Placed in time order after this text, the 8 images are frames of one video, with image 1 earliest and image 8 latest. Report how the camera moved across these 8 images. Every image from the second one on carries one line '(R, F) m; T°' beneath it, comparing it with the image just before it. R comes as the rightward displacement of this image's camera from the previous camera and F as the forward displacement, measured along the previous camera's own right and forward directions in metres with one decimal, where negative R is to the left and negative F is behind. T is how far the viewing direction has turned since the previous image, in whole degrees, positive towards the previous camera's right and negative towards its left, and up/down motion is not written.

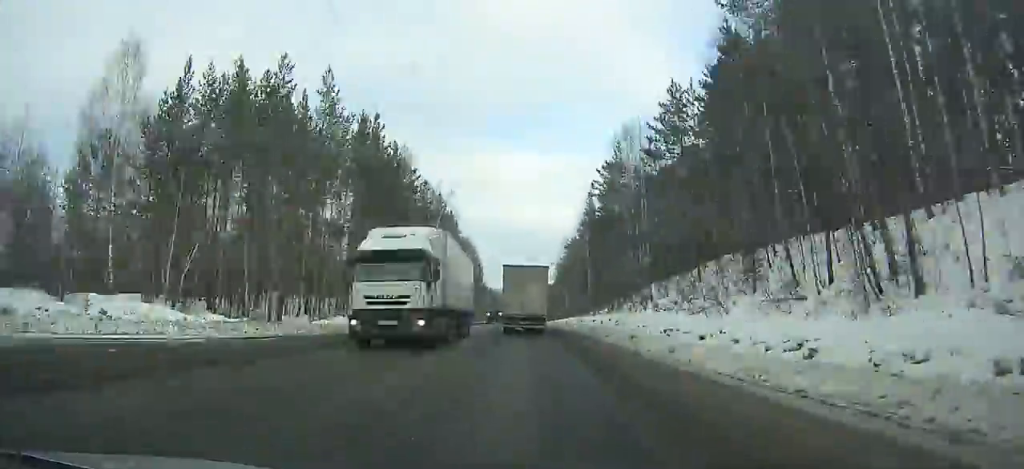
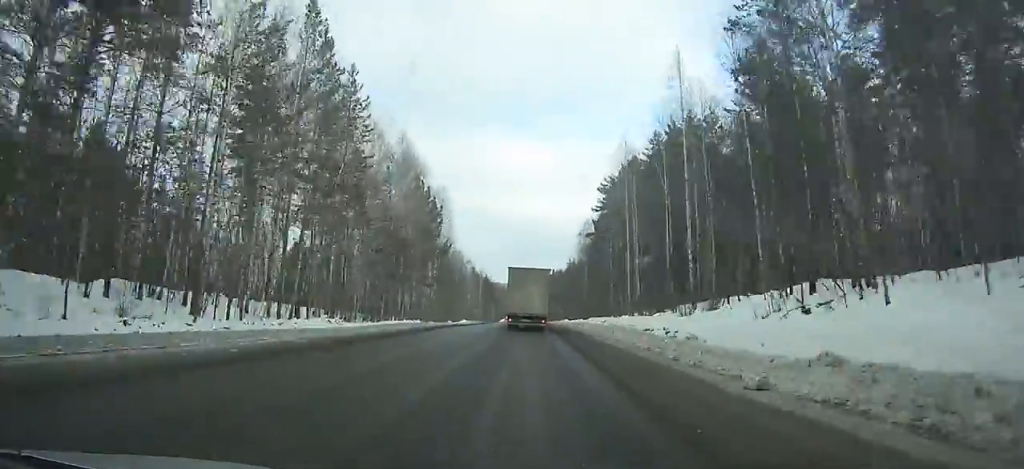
(-0.1, +69.0) m; 0°
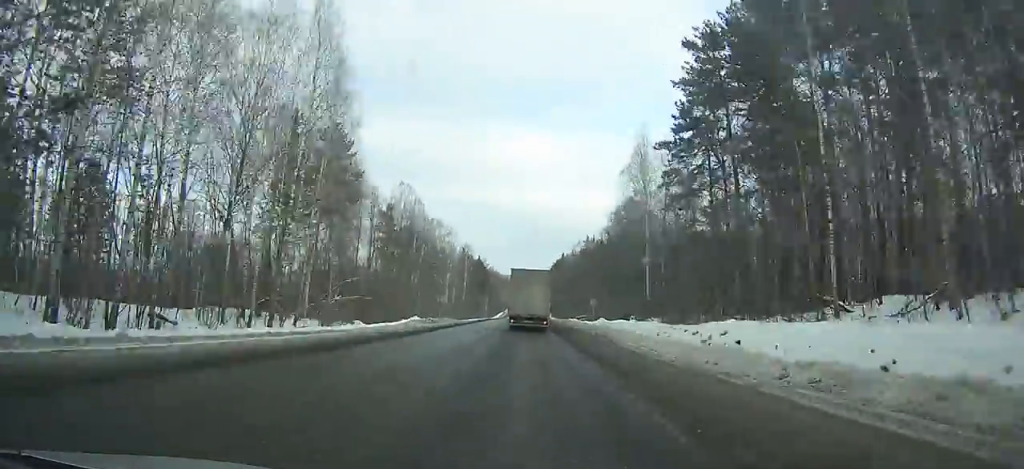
(-0.2, +50.8) m; 0°
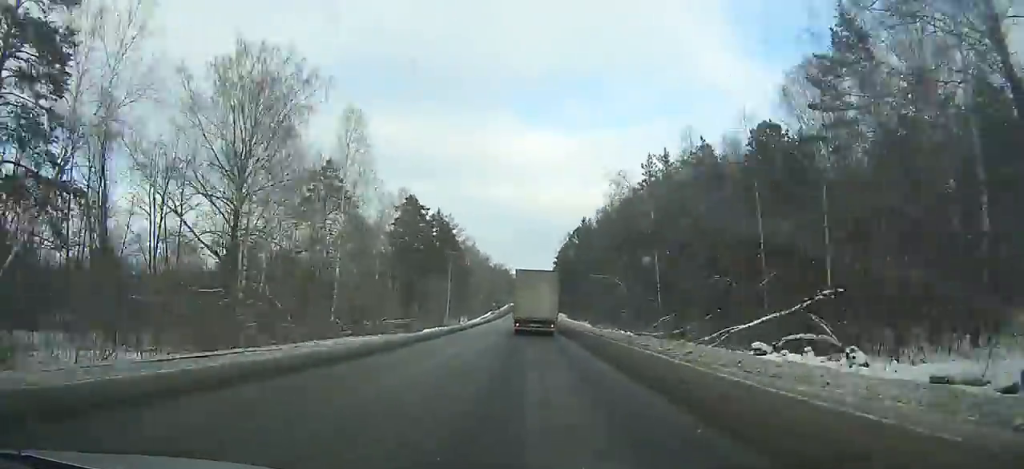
(-0.1, +87.7) m; 0°
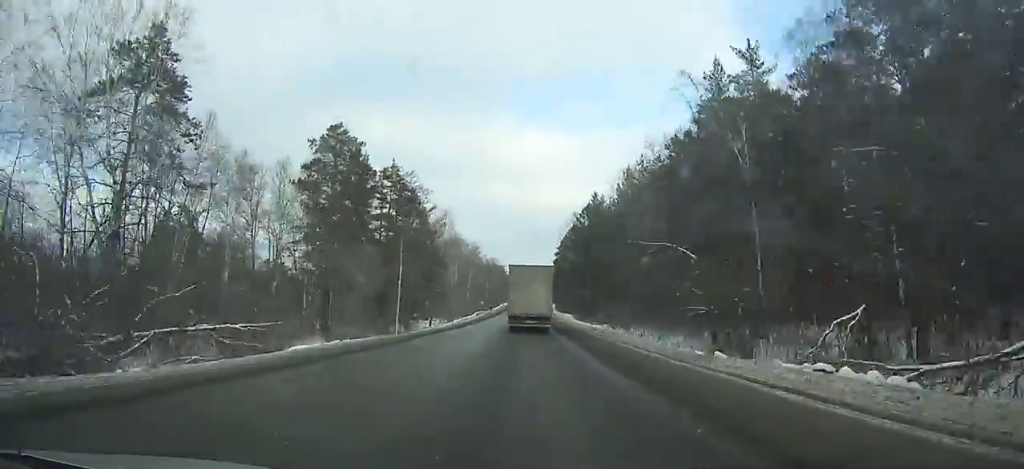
(0.0, +32.8) m; 0°
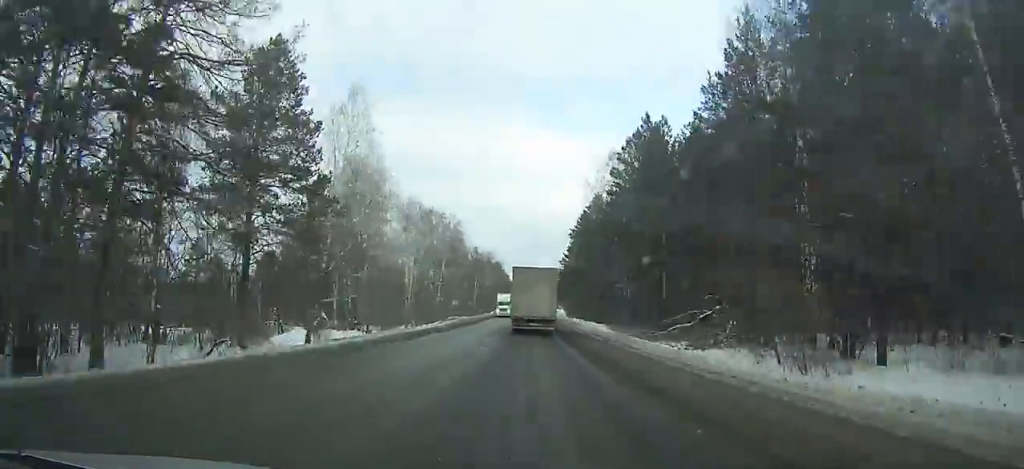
(+0.1, +50.0) m; 0°
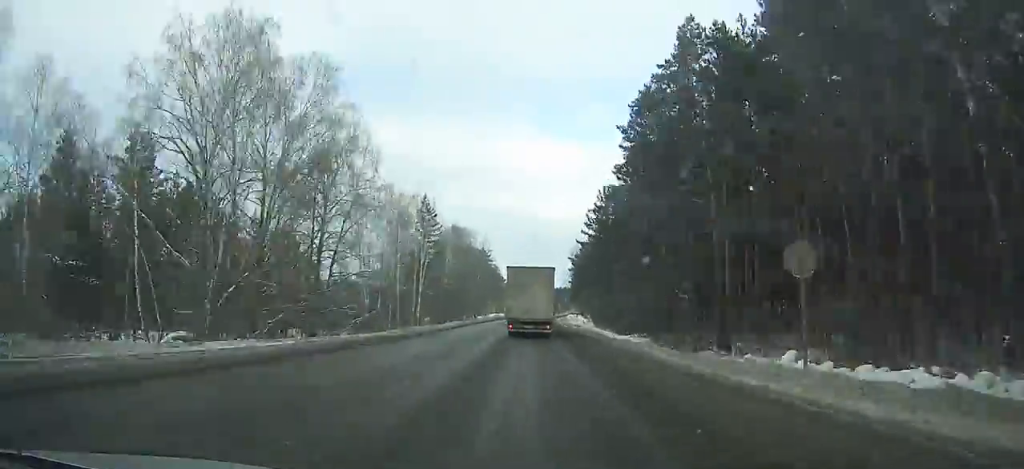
(0.0, +70.7) m; 0°
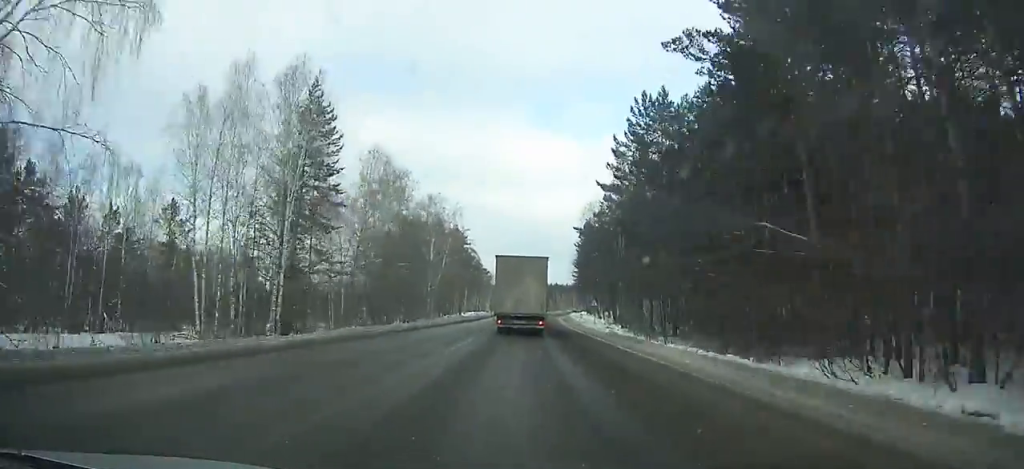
(+0.2, +39.2) m; 0°
